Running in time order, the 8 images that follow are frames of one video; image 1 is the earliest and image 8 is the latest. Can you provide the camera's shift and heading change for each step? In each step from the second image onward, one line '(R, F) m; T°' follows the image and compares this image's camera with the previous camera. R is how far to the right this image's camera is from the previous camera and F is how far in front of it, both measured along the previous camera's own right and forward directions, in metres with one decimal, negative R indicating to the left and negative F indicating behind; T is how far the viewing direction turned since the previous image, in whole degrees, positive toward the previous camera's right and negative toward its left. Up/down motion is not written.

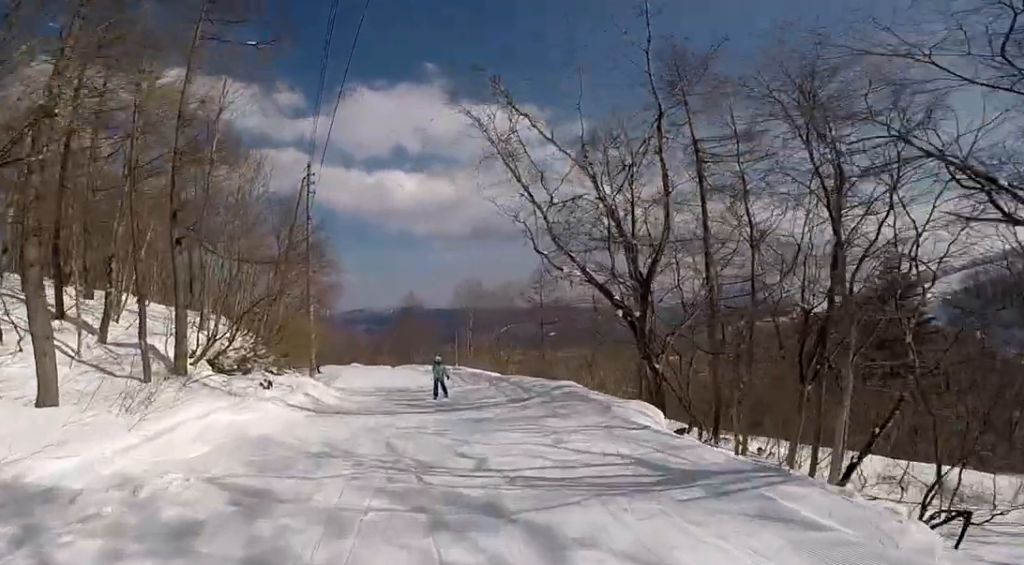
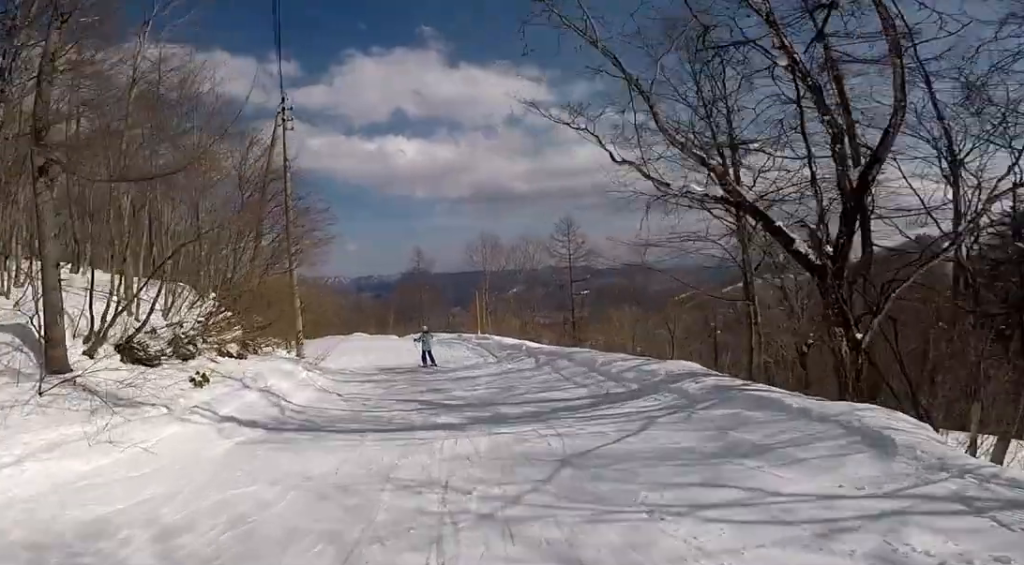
(+0.5, +4.6) m; 0°
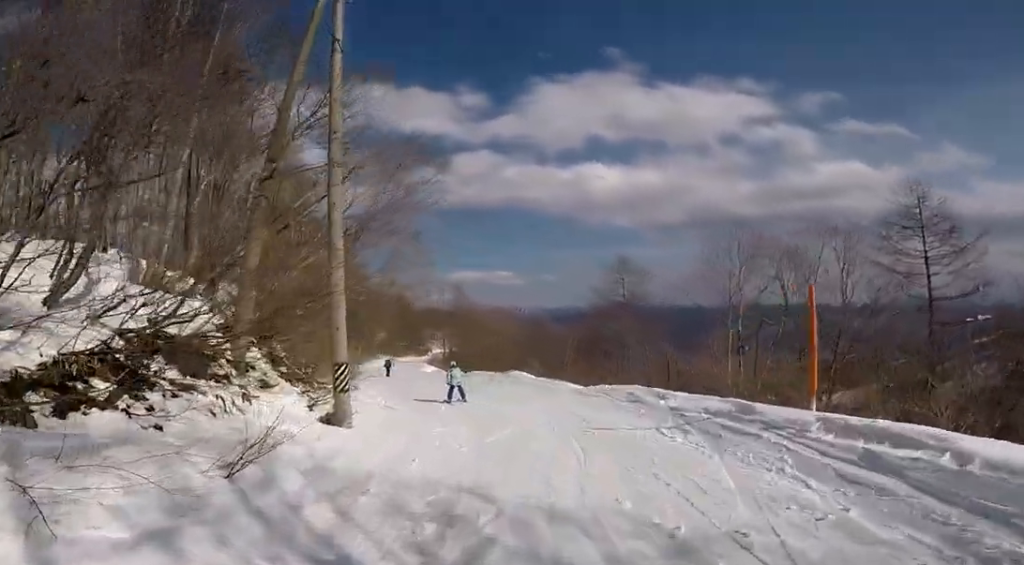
(+0.3, +11.5) m; 0°
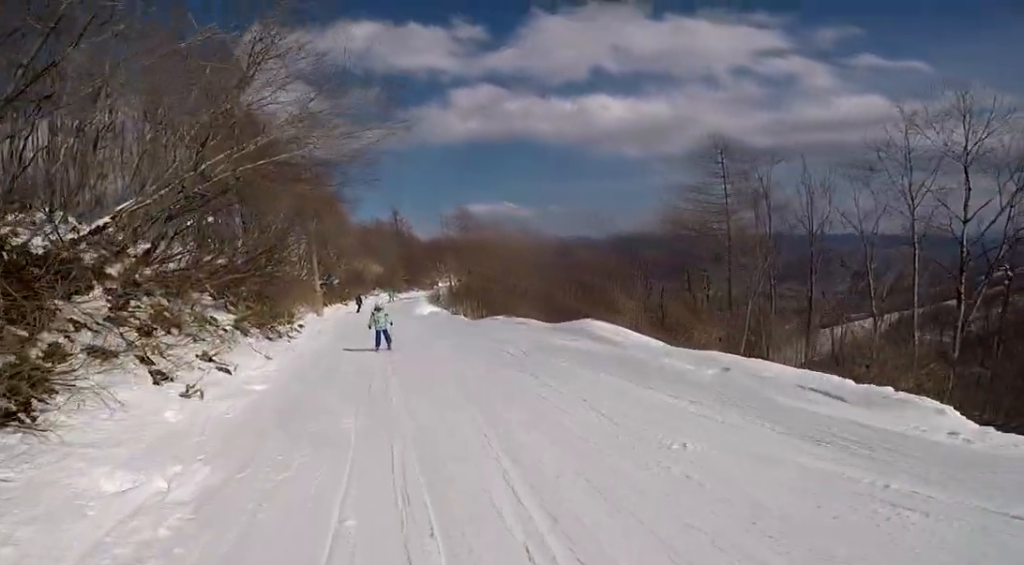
(-4.5, +10.7) m; -27°
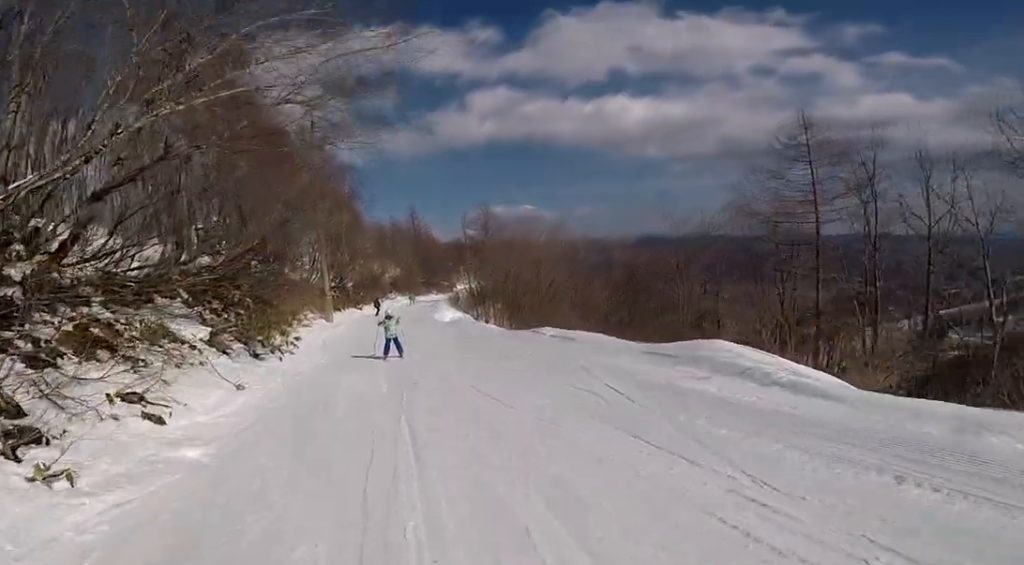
(0.0, +3.5) m; -2°
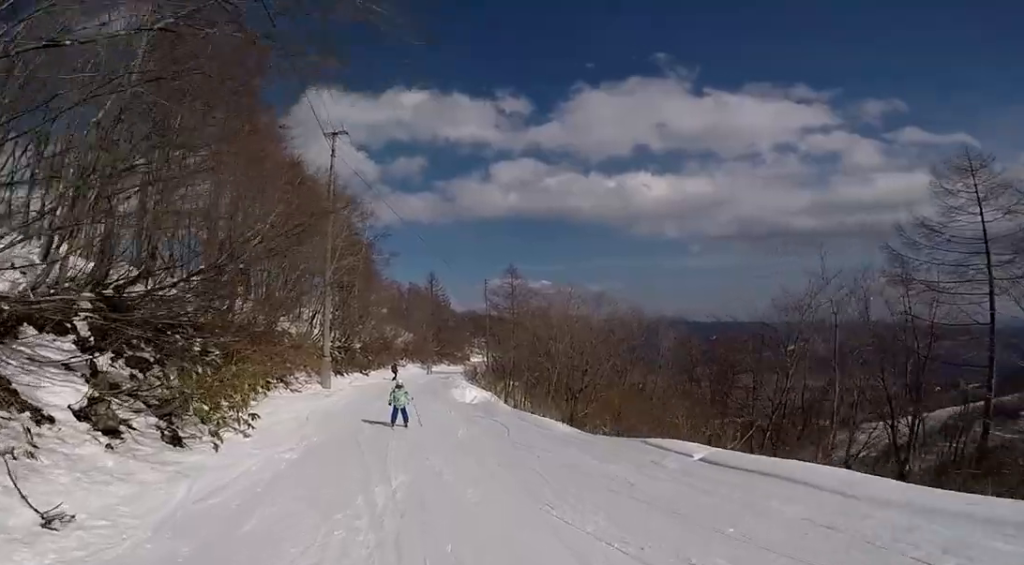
(+0.4, +5.2) m; -2°
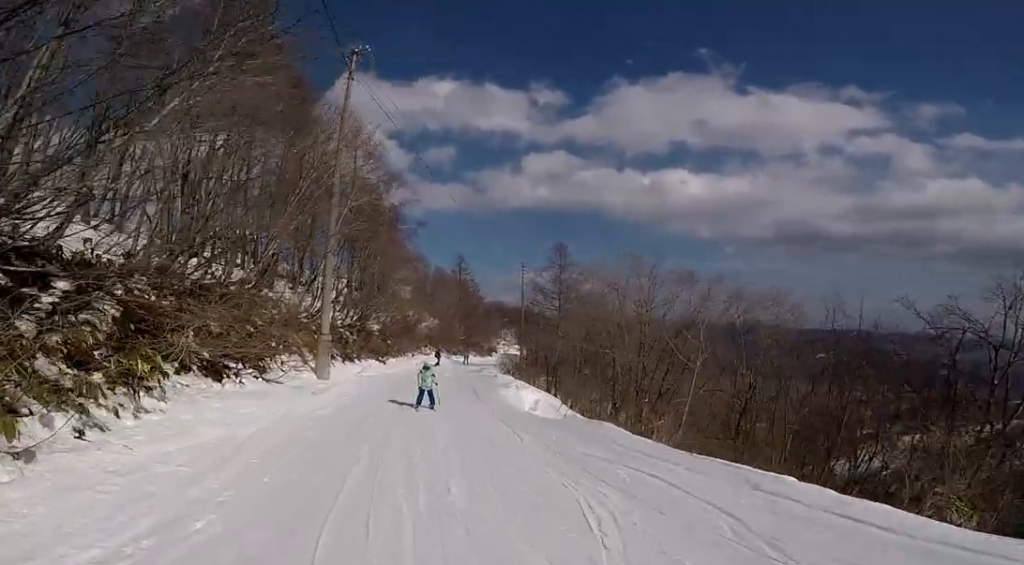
(-0.4, +6.8) m; 0°
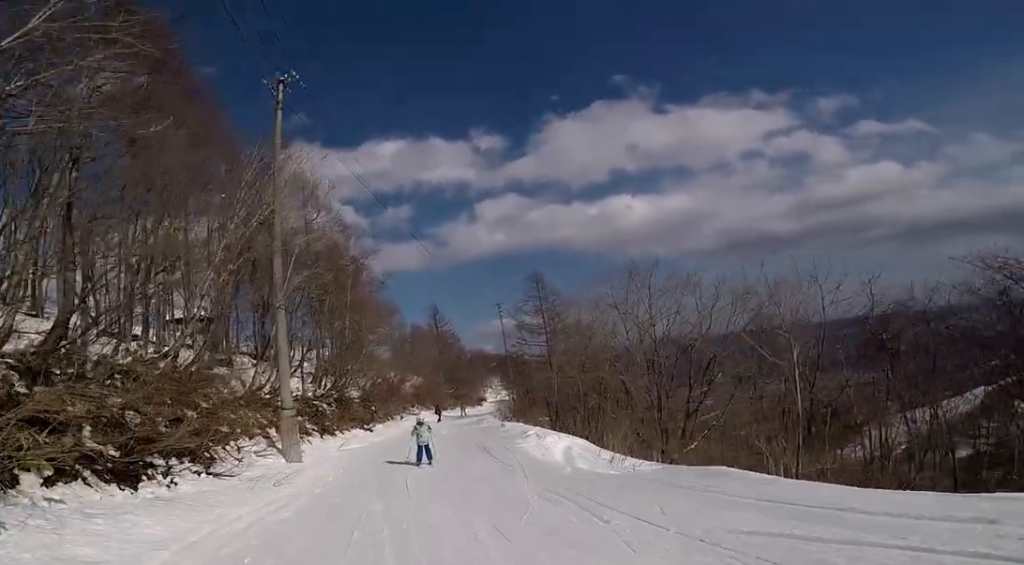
(+0.6, +3.1) m; 0°
